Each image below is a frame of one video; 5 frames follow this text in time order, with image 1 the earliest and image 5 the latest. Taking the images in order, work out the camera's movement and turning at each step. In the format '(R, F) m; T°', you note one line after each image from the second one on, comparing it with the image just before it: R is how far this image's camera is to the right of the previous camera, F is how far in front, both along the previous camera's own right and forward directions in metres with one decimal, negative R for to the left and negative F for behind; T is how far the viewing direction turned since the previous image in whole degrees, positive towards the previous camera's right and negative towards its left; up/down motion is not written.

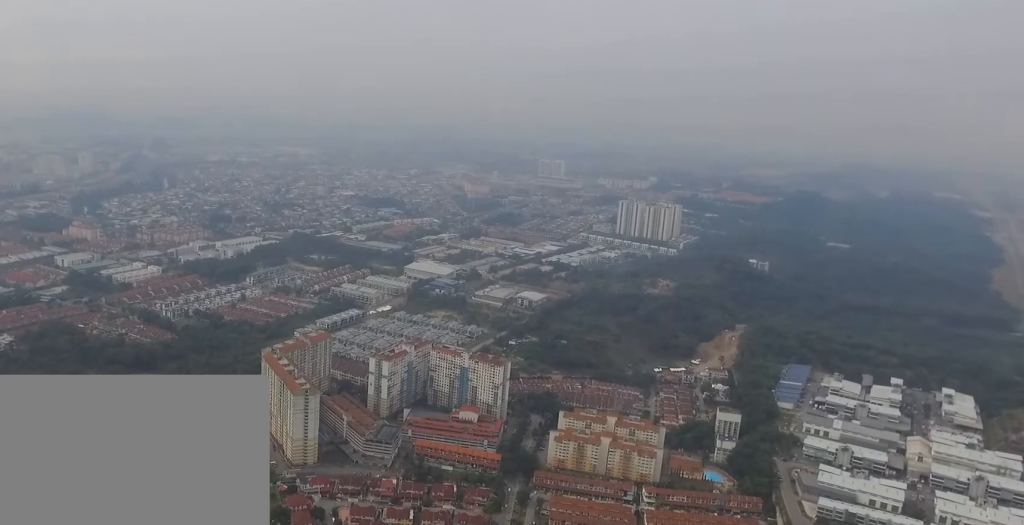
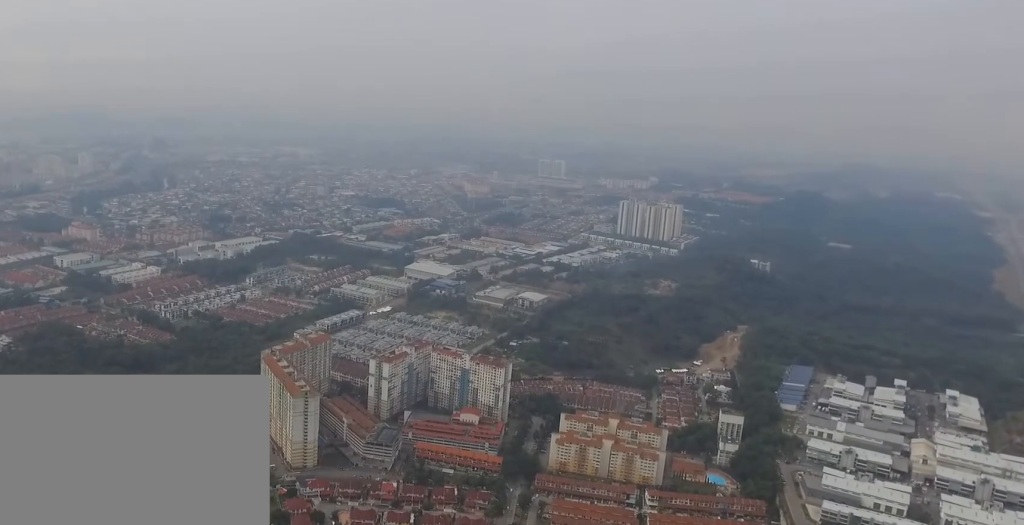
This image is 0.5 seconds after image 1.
(0.0, +5.1) m; 0°
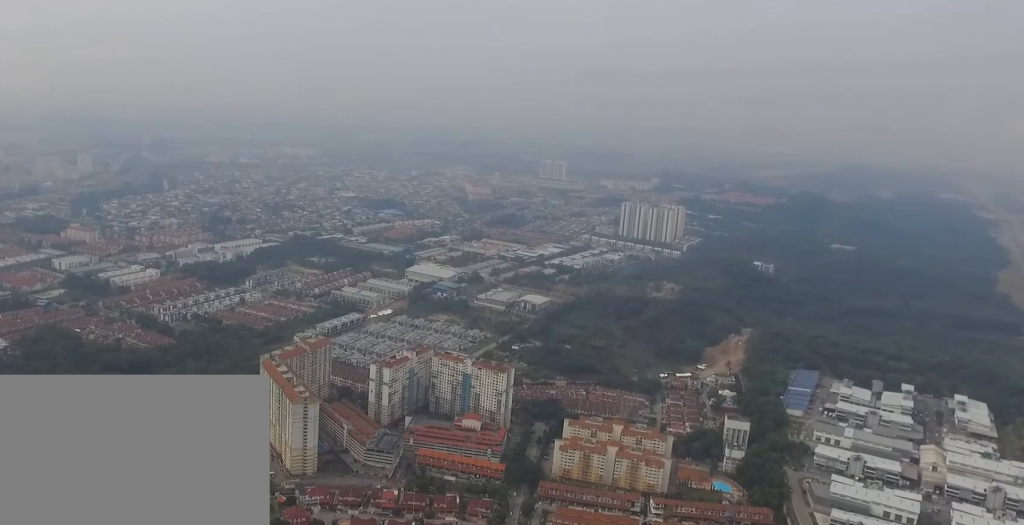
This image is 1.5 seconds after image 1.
(+0.1, +9.5) m; +1°
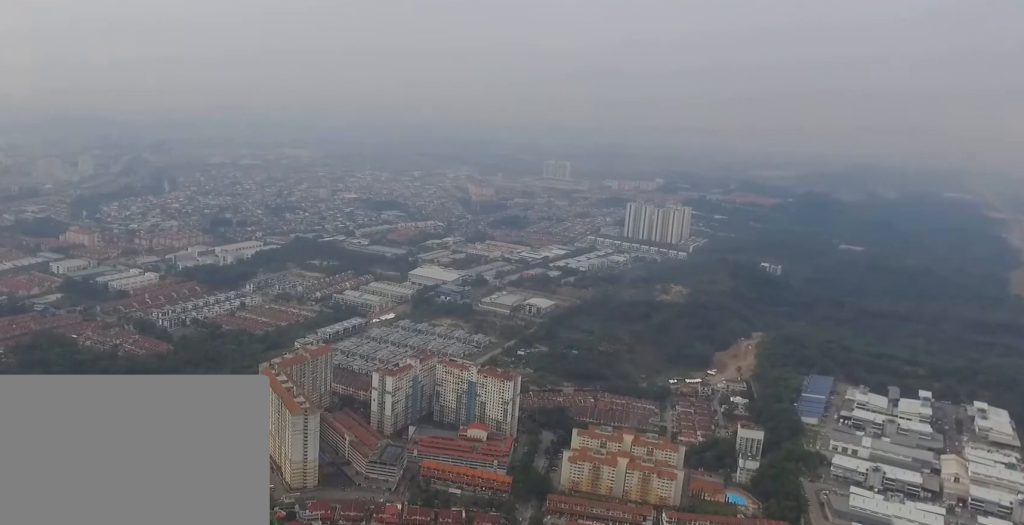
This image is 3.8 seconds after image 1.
(0.0, +22.1) m; 0°
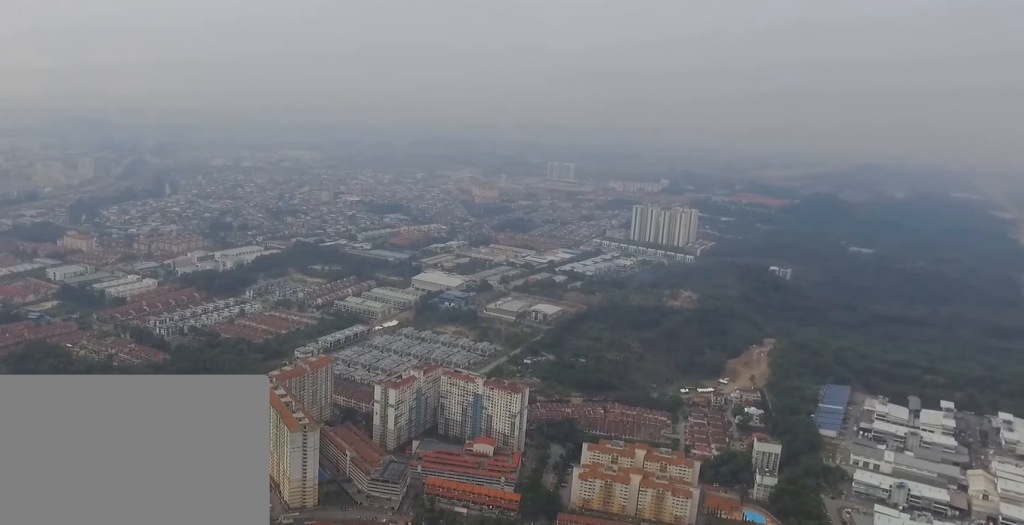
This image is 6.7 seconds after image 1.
(-0.1, +29.2) m; 0°
